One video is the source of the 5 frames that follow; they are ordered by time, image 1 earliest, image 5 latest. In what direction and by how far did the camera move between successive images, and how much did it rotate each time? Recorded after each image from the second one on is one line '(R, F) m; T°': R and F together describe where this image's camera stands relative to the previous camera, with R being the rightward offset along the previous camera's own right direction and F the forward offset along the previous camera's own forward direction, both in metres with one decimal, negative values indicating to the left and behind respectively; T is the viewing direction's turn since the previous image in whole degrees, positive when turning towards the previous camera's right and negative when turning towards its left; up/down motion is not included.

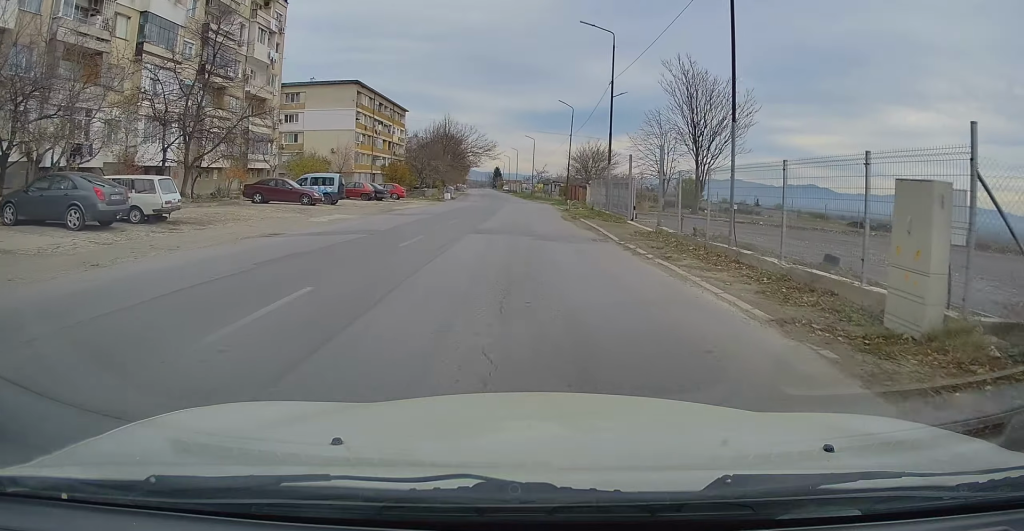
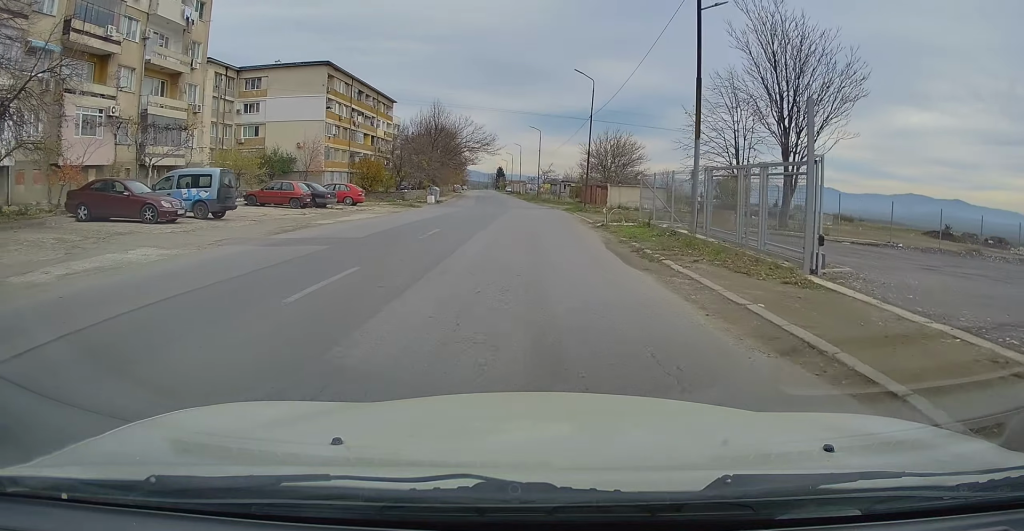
(-0.6, +15.7) m; -3°
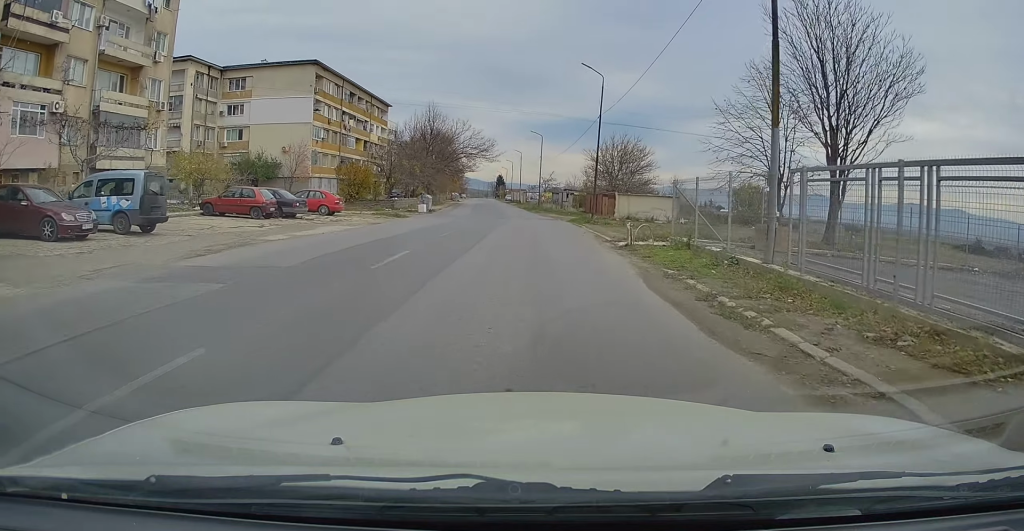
(0.0, +4.9) m; 0°
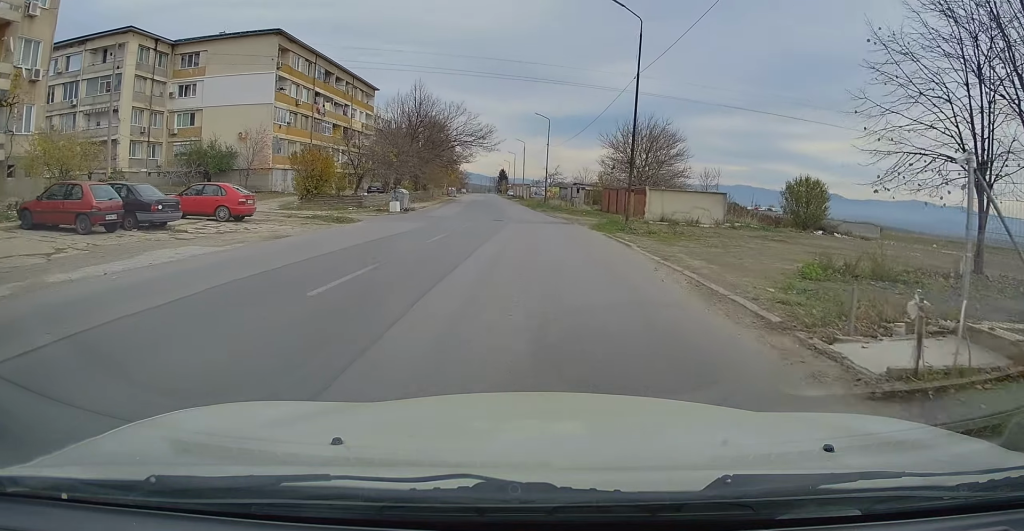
(+0.1, +12.1) m; +1°
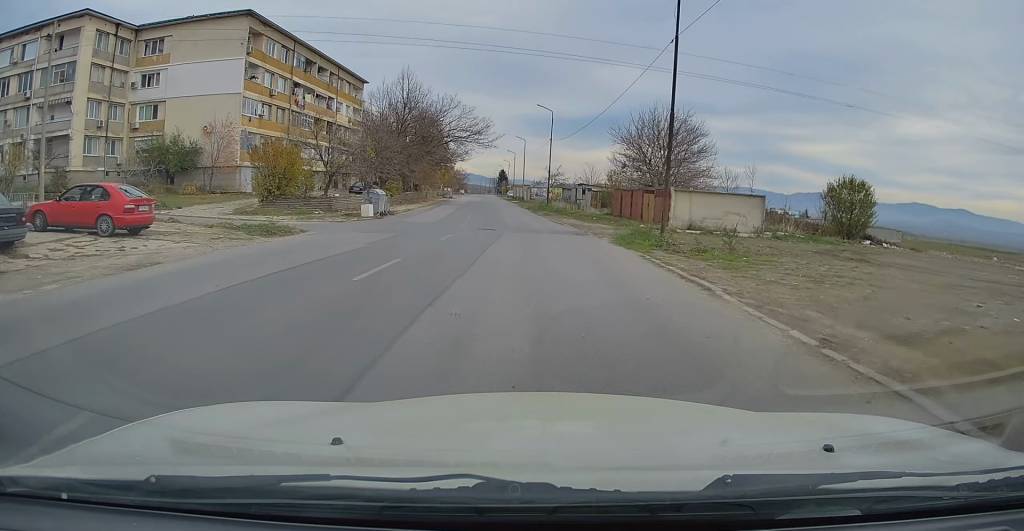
(0.0, +7.0) m; 0°
